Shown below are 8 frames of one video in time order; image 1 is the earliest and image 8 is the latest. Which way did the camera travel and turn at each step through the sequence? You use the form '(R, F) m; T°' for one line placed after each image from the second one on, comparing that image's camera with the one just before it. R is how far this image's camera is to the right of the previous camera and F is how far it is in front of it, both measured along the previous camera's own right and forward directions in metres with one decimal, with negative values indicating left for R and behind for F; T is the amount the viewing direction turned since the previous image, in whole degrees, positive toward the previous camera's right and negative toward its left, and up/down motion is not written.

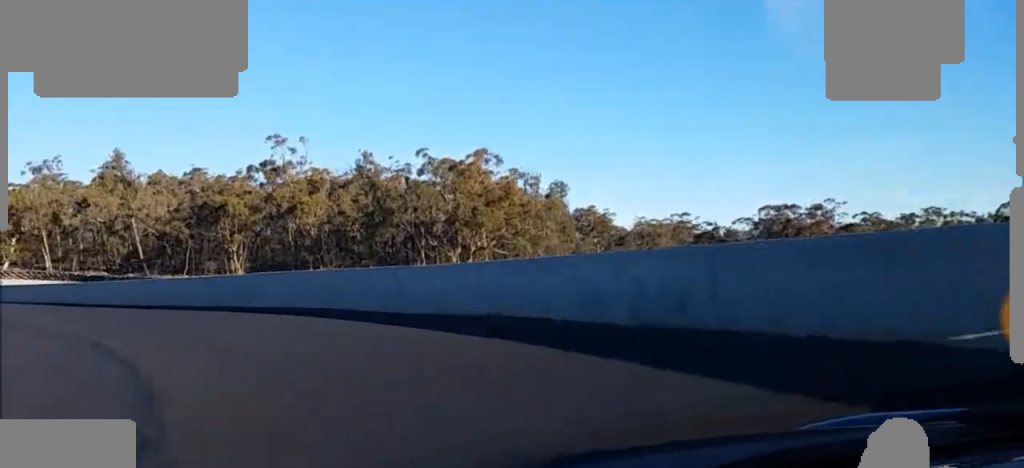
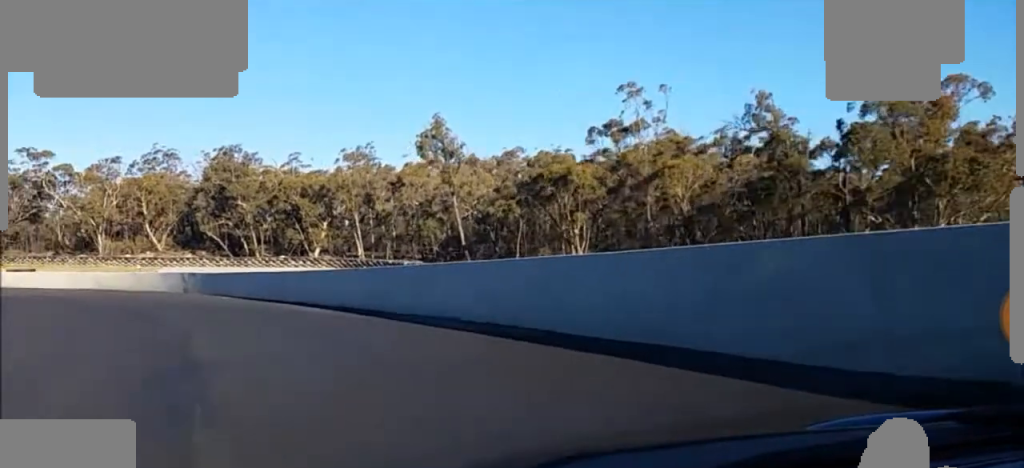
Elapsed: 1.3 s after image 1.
(-5.5, +29.8) m; -23°
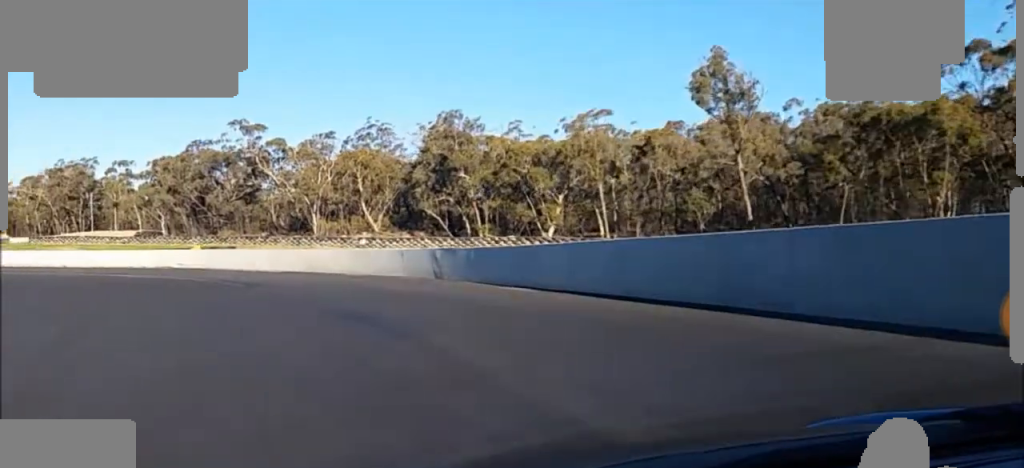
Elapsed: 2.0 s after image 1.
(-2.1, +18.5) m; -15°
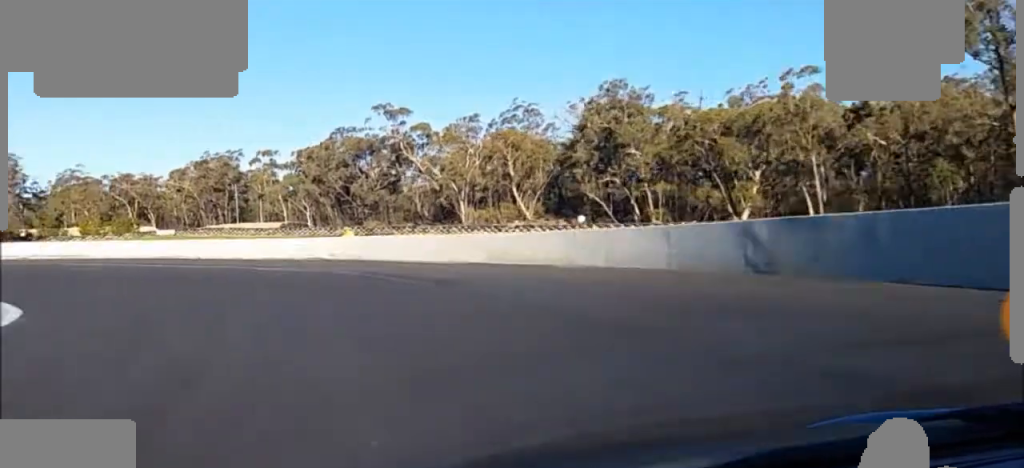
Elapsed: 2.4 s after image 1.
(-1.6, +10.9) m; -7°
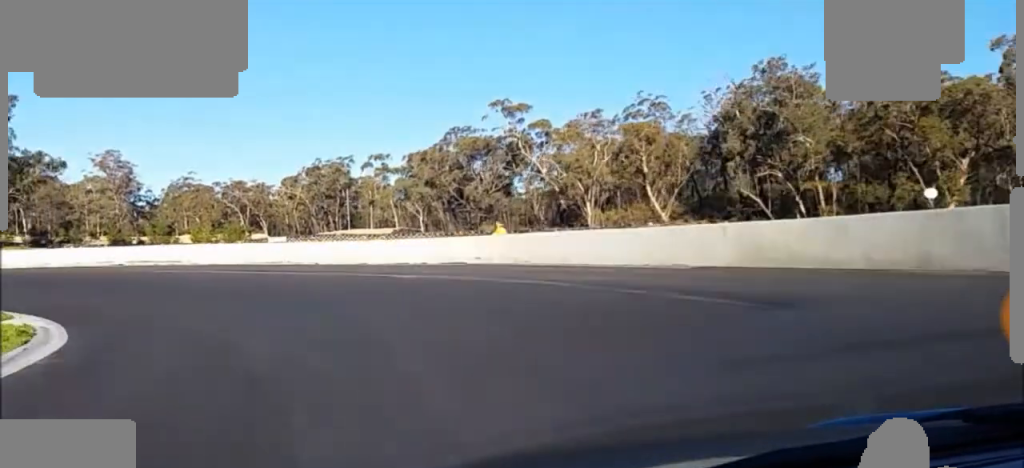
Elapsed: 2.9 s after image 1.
(-0.5, +11.0) m; -7°
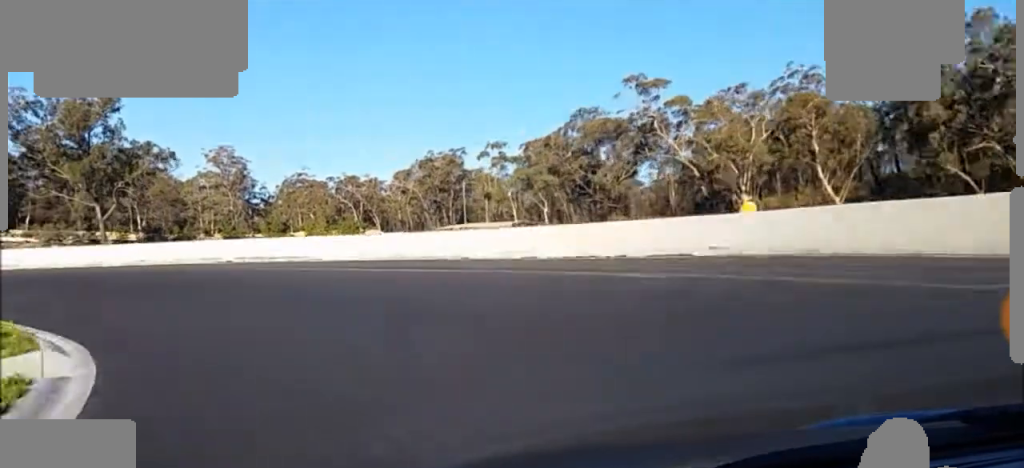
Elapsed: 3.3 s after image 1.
(-0.8, +10.6) m; -6°
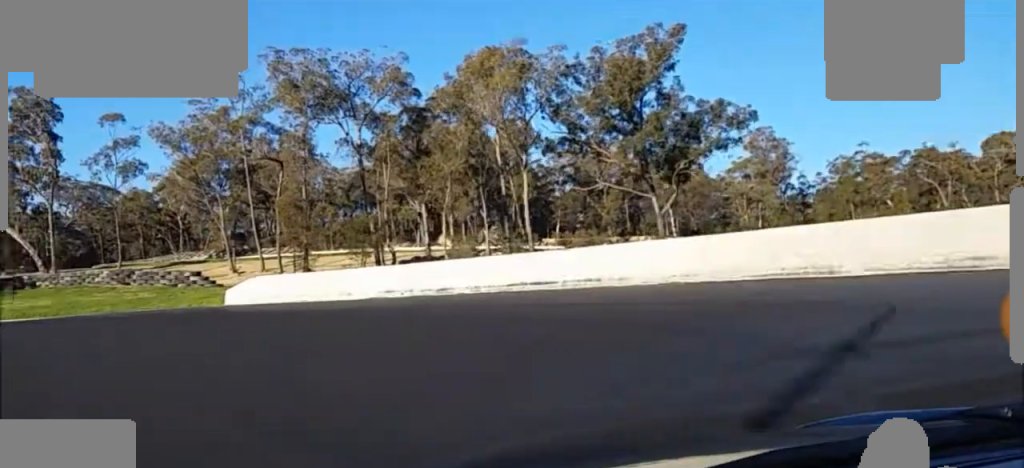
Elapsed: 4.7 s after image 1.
(-5.1, +32.5) m; -27°
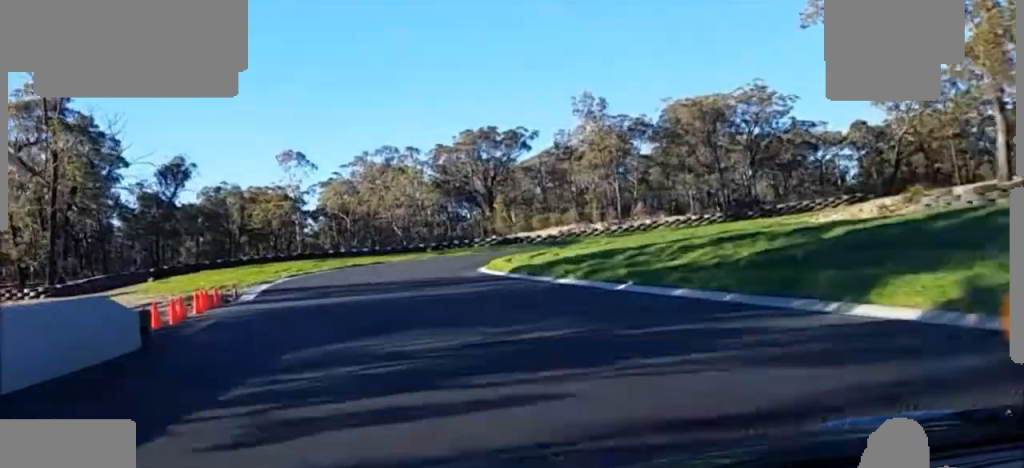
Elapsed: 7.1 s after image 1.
(-27.9, +44.3) m; -47°
